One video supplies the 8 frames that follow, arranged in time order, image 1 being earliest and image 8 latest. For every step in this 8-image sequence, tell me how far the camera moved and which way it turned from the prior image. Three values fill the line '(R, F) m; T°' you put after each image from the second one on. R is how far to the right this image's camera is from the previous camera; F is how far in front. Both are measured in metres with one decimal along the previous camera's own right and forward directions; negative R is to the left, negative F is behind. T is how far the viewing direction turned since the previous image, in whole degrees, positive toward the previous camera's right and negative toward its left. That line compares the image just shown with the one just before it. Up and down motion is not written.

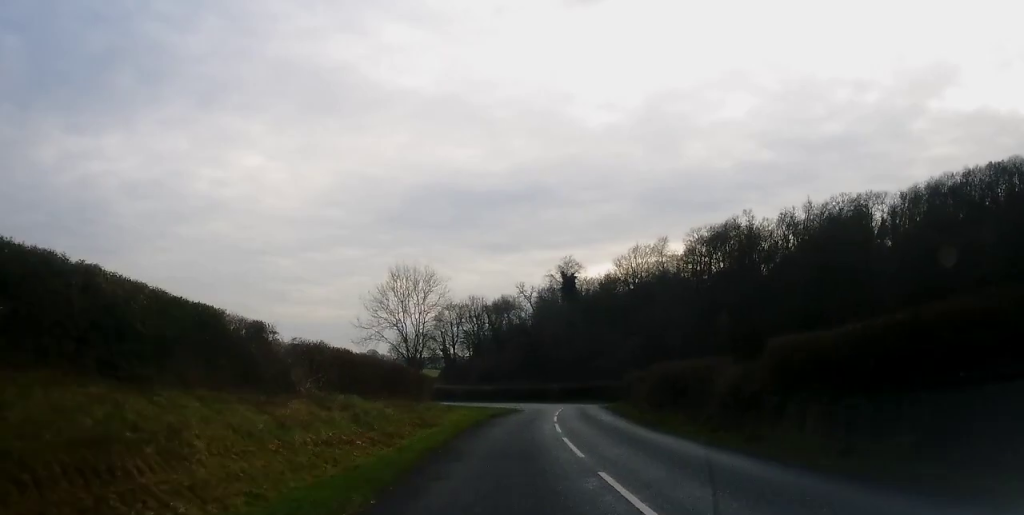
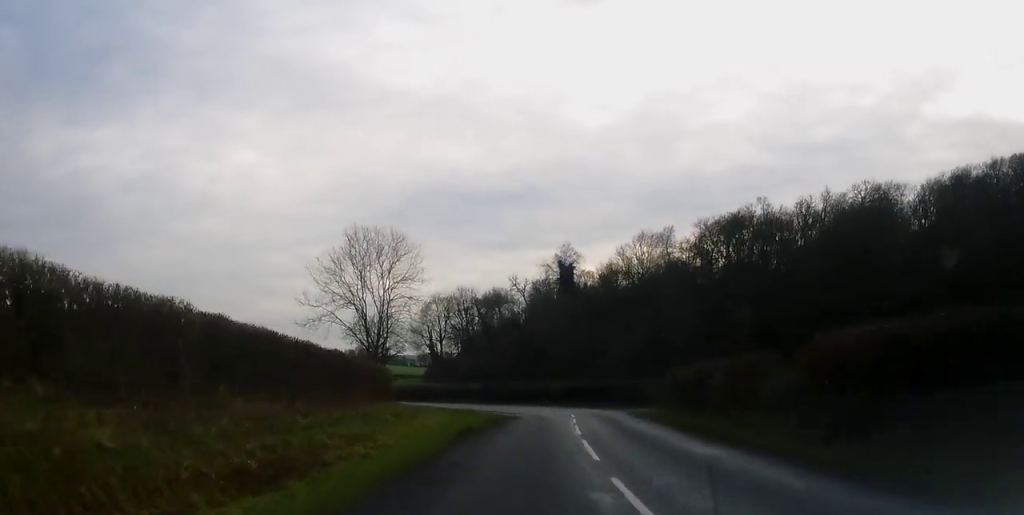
(0.0, +18.0) m; +1°
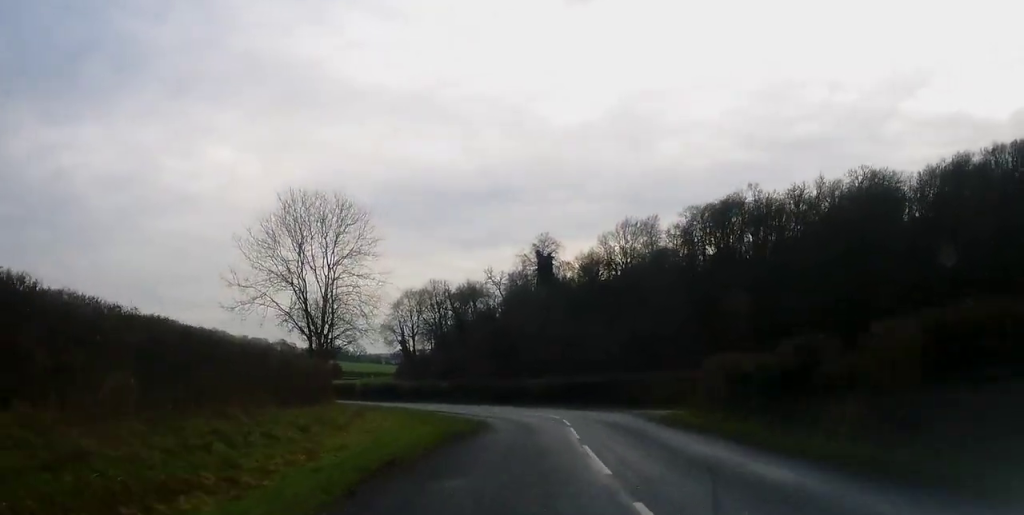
(-0.1, +11.2) m; +2°
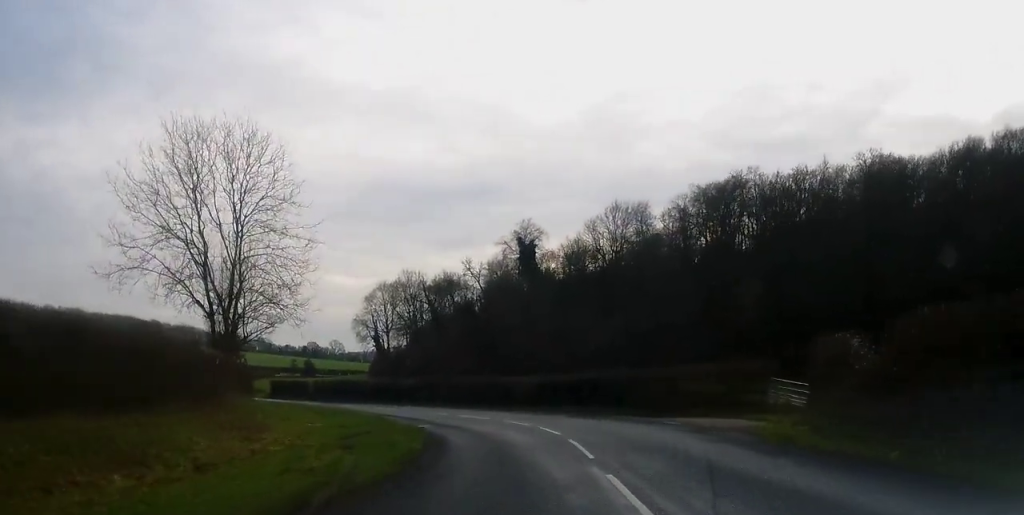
(+0.8, +14.3) m; +1°
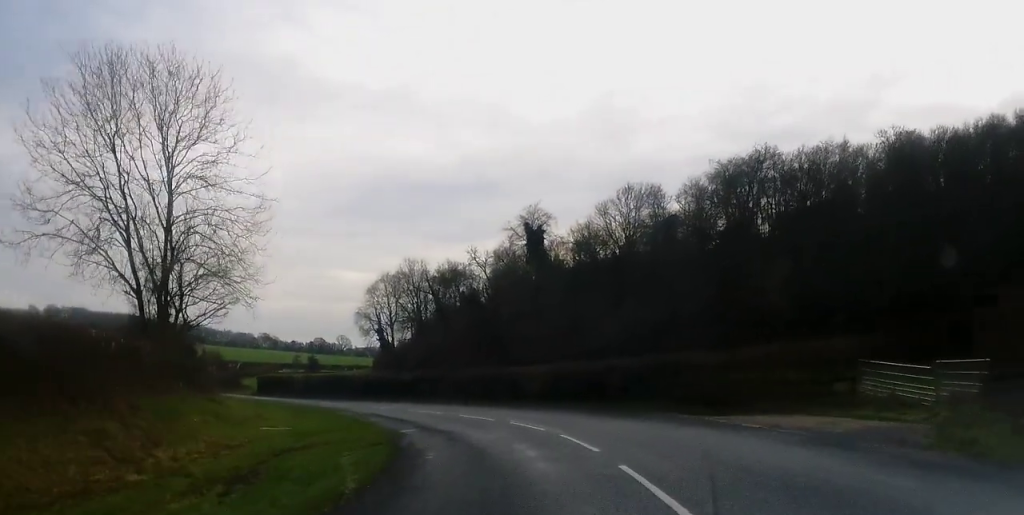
(-0.4, +8.4) m; -3°
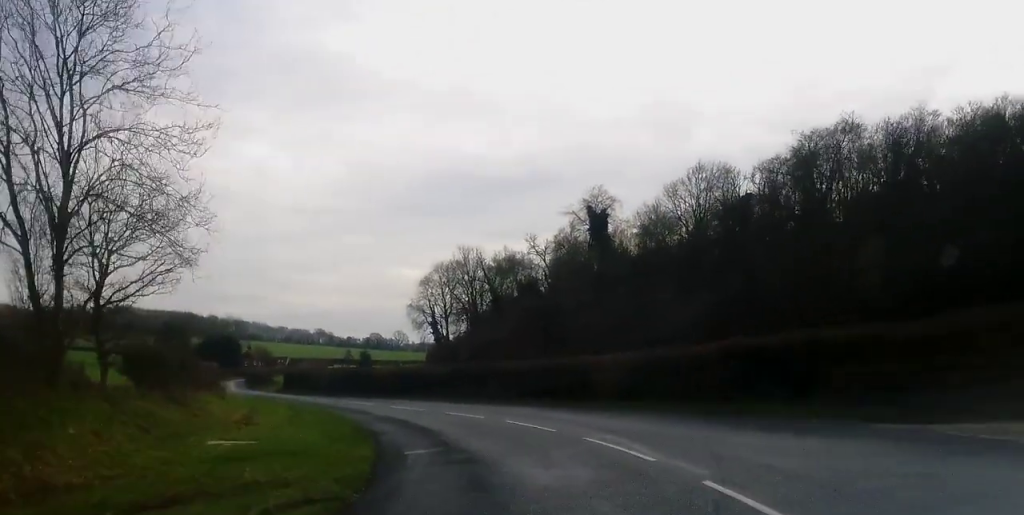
(-0.3, +10.7) m; -4°
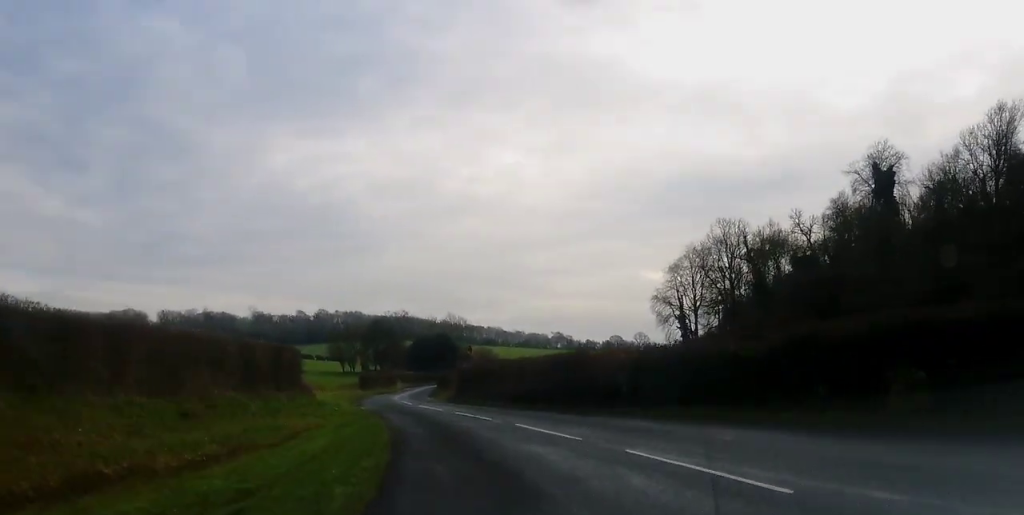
(-3.4, +28.4) m; -16°
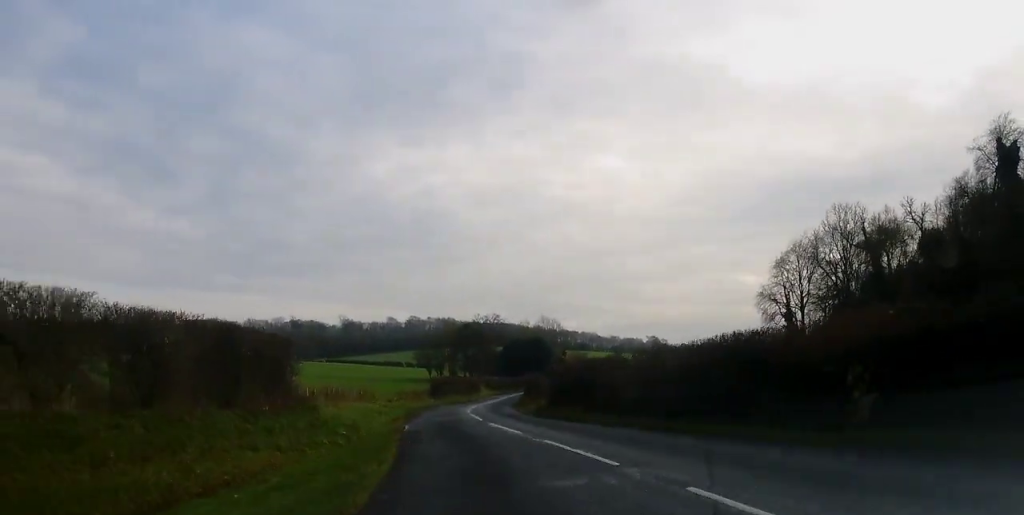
(-1.1, +12.7) m; -6°
